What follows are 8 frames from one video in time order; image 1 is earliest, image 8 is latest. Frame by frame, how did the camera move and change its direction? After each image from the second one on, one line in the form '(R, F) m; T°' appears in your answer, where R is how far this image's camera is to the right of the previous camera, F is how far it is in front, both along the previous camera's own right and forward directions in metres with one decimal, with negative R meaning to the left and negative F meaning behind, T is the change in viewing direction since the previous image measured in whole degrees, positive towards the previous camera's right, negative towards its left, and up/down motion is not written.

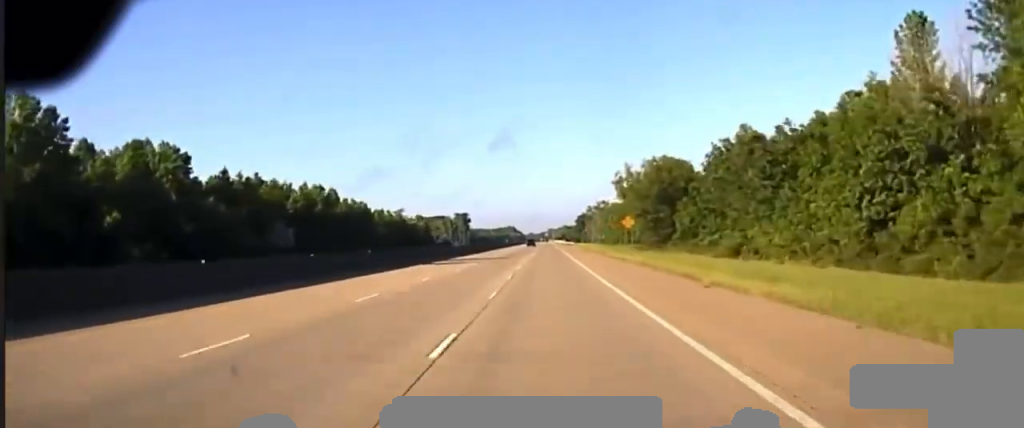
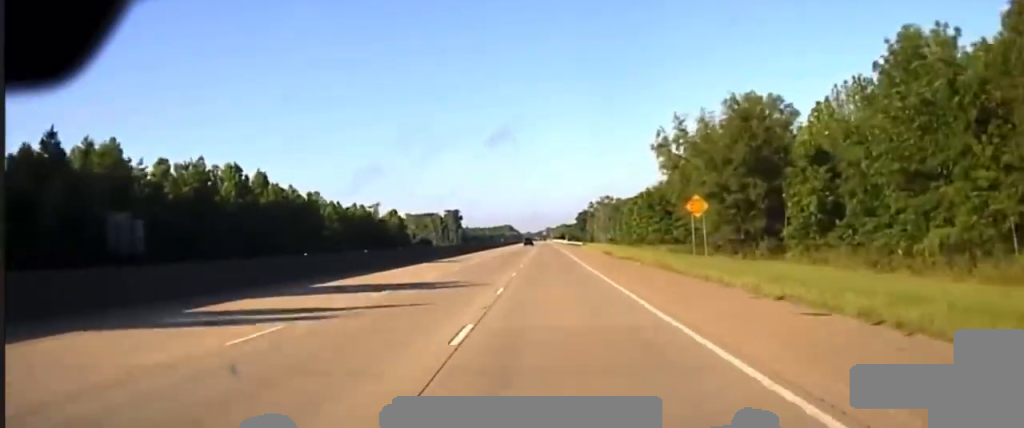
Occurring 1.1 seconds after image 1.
(0.0, +53.2) m; 0°
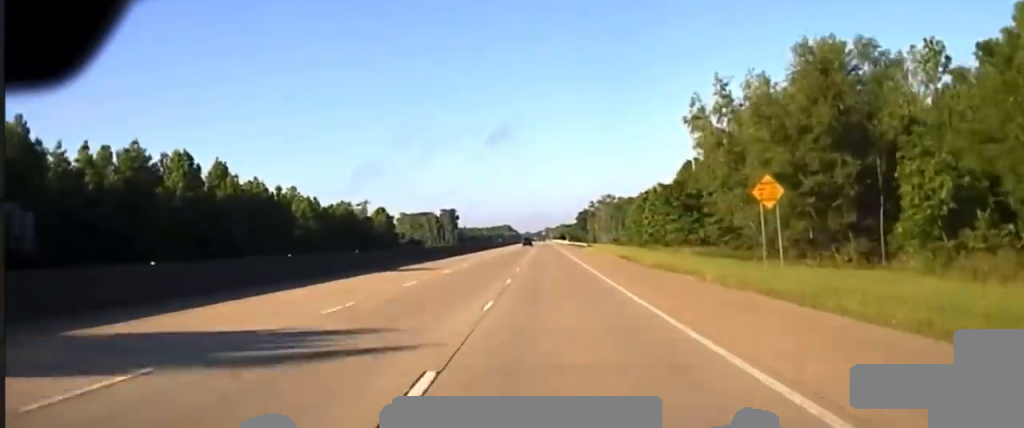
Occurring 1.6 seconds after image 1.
(0.0, +20.1) m; 0°
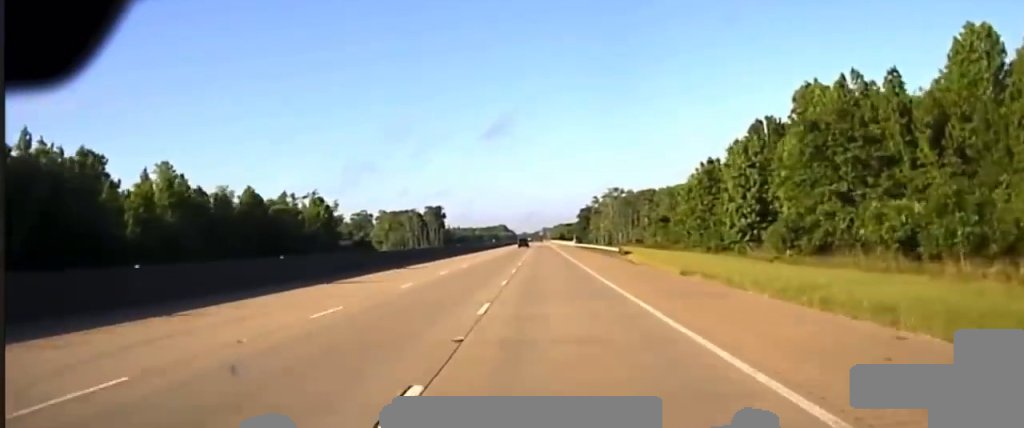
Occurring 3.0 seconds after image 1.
(0.0, +59.3) m; 0°
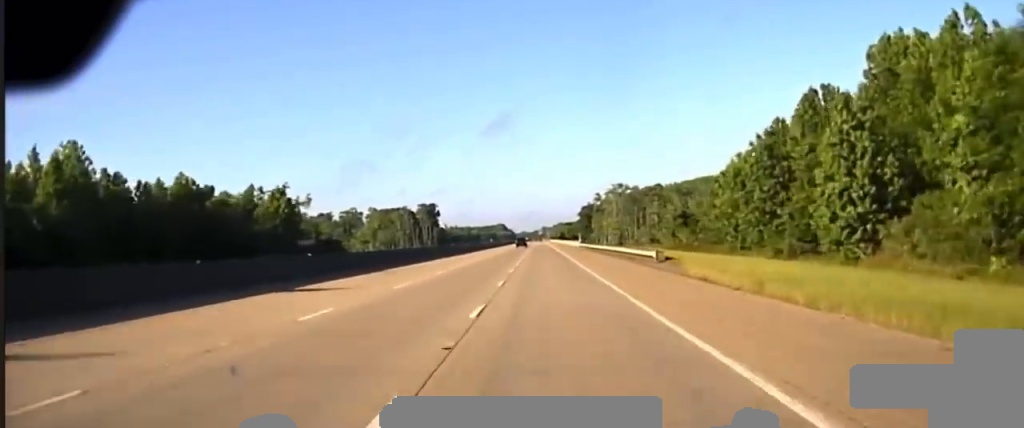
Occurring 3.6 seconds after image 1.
(0.0, +22.4) m; 0°
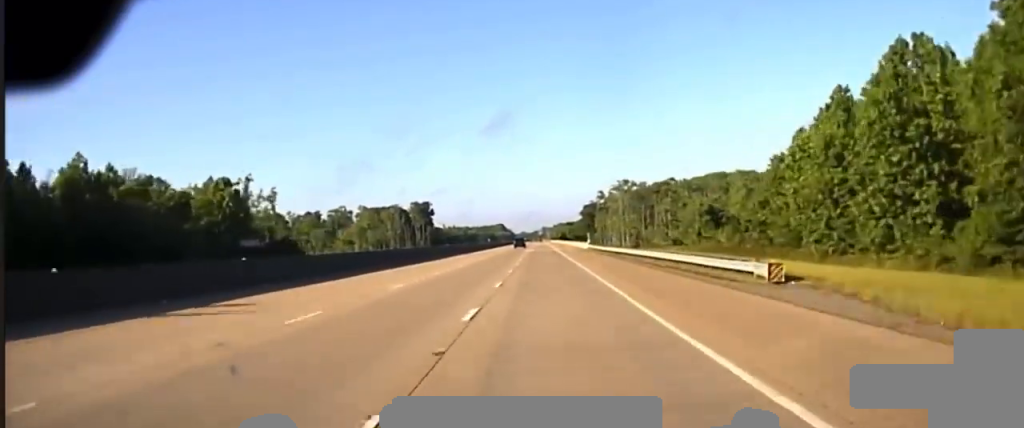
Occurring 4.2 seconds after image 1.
(+0.1, +22.4) m; 0°
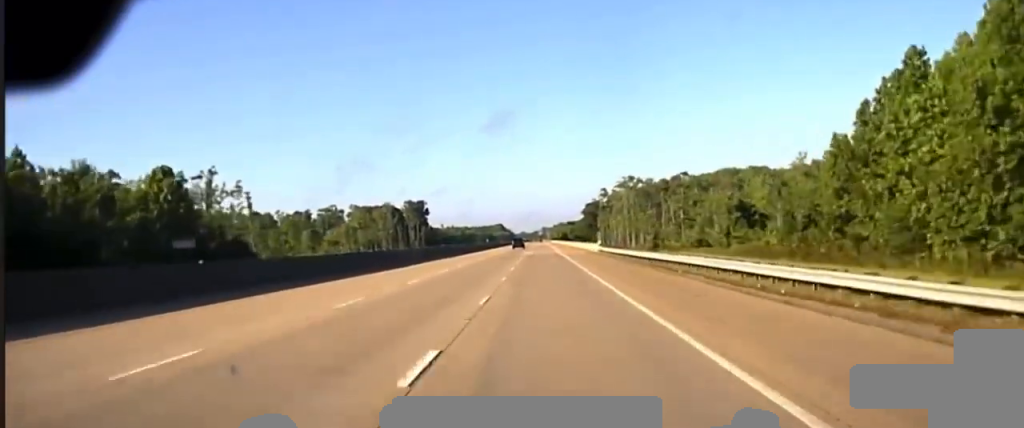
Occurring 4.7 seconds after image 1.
(0.0, +18.1) m; 0°
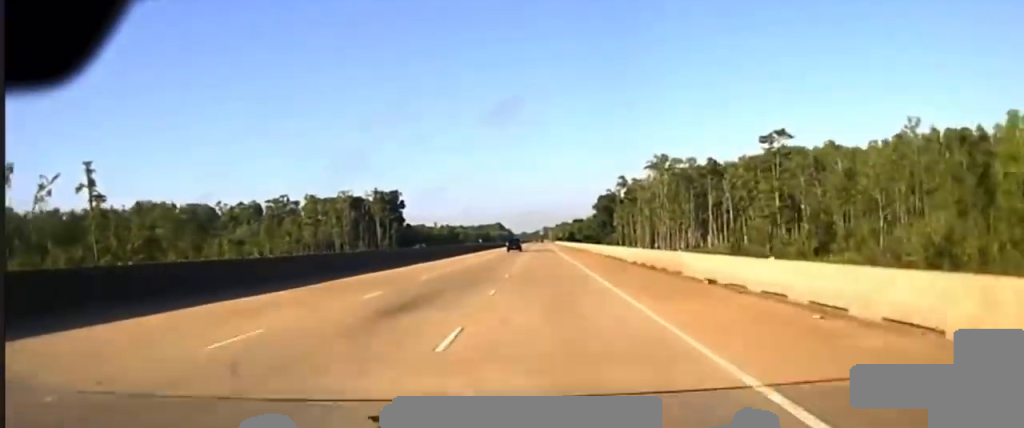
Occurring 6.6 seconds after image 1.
(-0.4, +79.9) m; -1°
